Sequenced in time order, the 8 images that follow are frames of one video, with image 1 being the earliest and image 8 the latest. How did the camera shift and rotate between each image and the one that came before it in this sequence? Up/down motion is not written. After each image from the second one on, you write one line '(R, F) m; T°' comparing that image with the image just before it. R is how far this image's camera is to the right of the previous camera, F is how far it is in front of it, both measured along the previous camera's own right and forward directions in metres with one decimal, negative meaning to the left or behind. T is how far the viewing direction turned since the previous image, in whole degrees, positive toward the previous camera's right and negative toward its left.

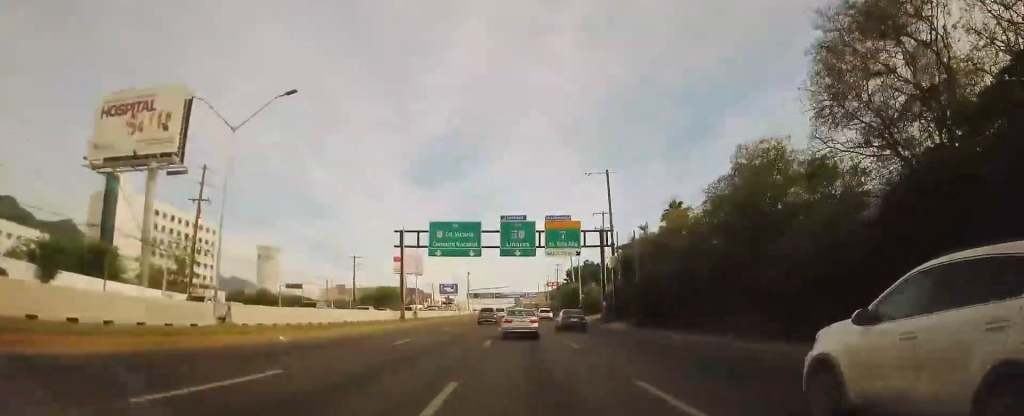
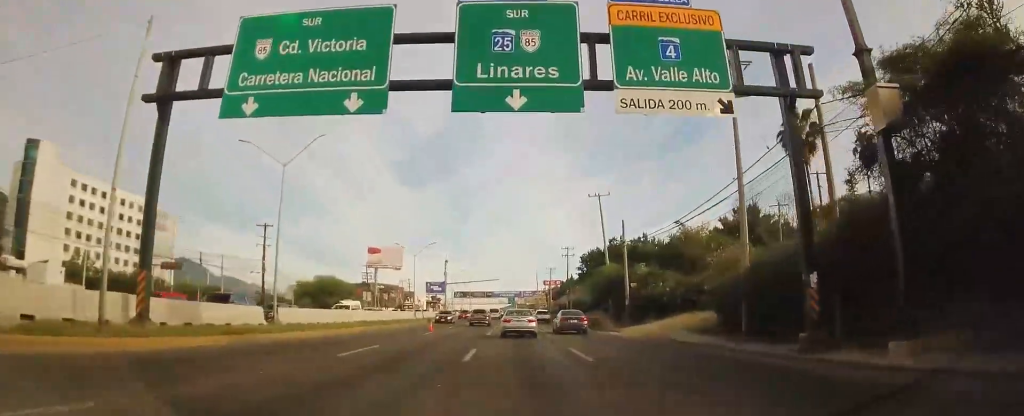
(+0.3, +35.6) m; +1°
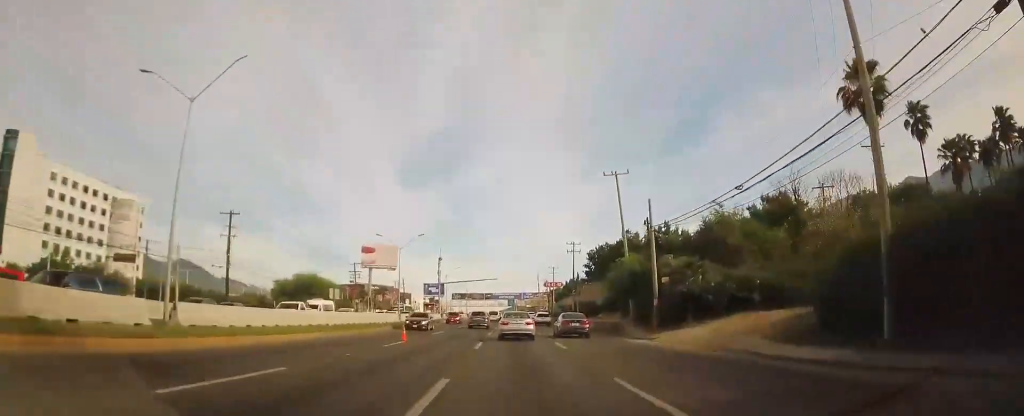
(0.0, +8.9) m; 0°
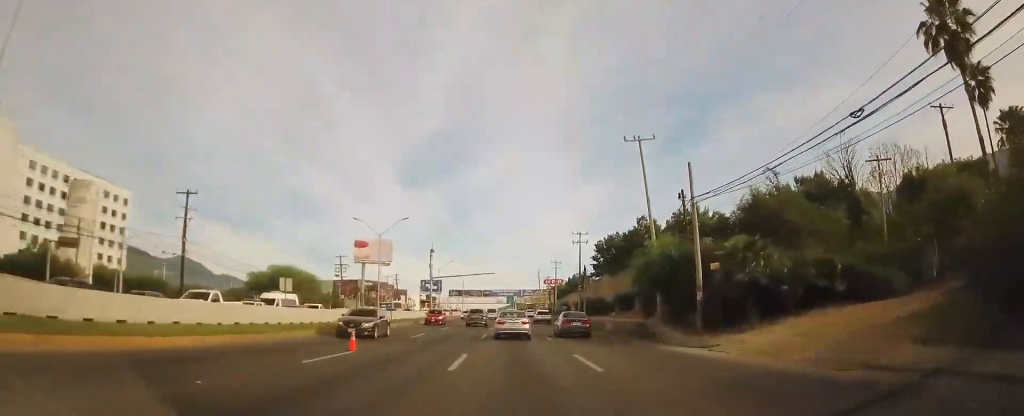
(0.0, +8.5) m; 0°
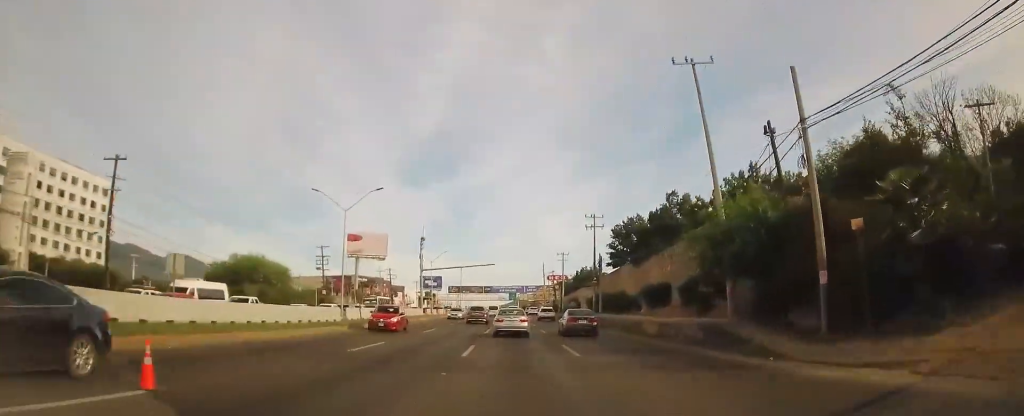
(0.0, +11.1) m; 0°
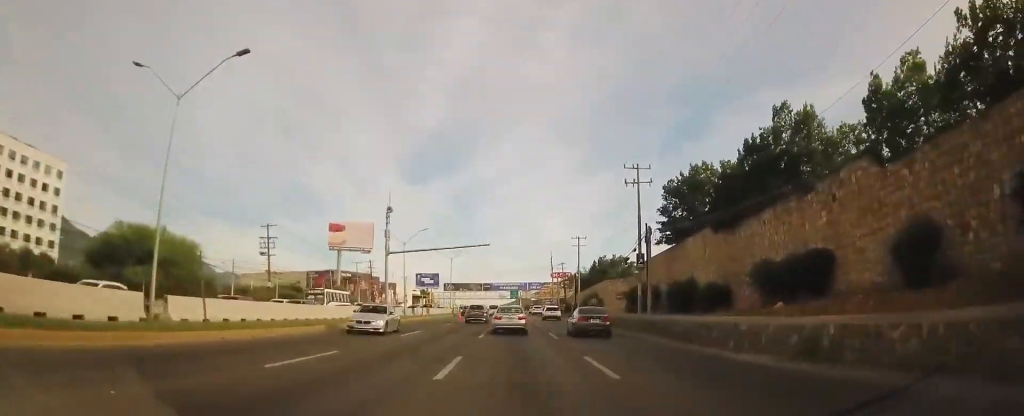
(-0.1, +21.1) m; +1°
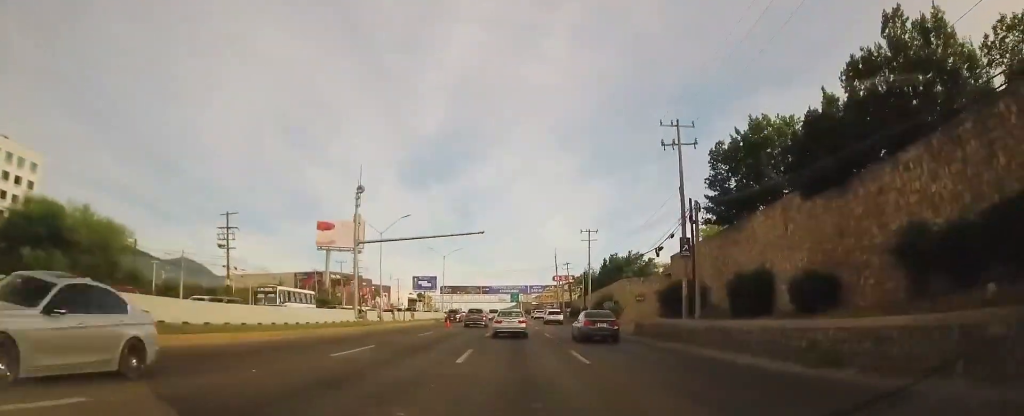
(+0.2, +10.5) m; 0°
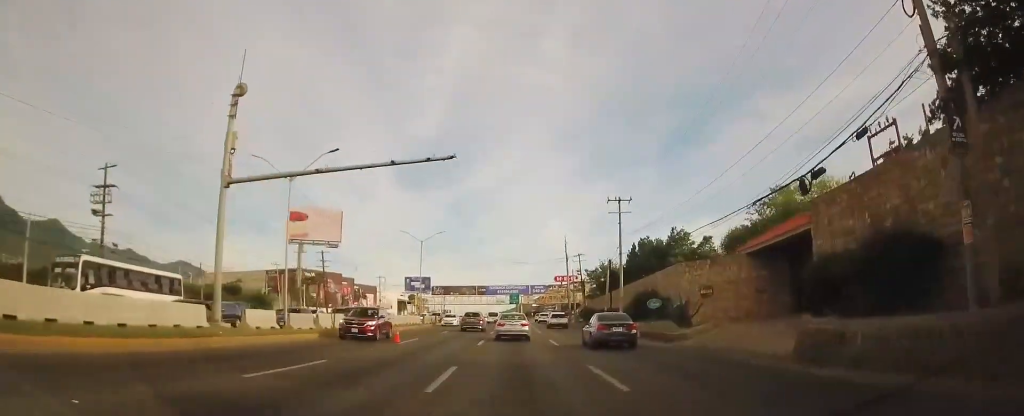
(-0.1, +20.1) m; -1°
